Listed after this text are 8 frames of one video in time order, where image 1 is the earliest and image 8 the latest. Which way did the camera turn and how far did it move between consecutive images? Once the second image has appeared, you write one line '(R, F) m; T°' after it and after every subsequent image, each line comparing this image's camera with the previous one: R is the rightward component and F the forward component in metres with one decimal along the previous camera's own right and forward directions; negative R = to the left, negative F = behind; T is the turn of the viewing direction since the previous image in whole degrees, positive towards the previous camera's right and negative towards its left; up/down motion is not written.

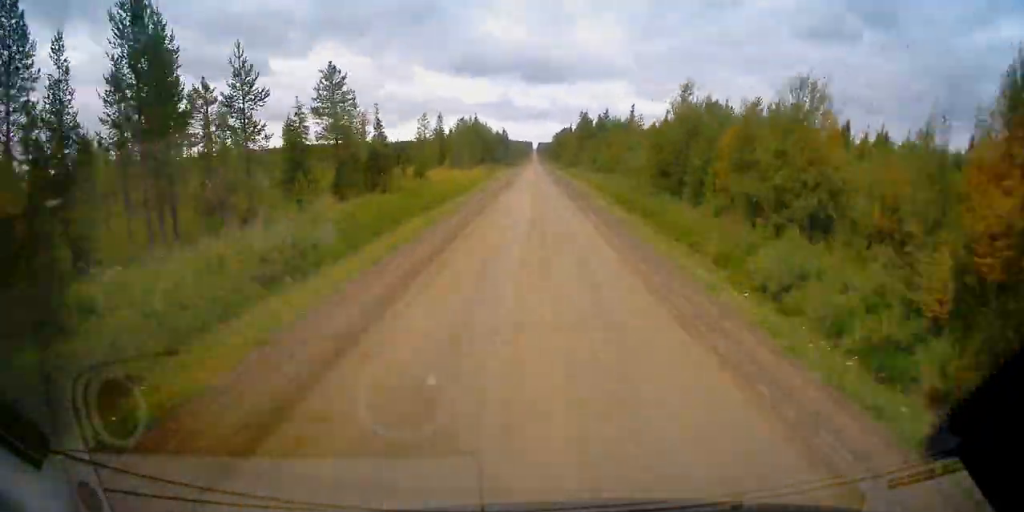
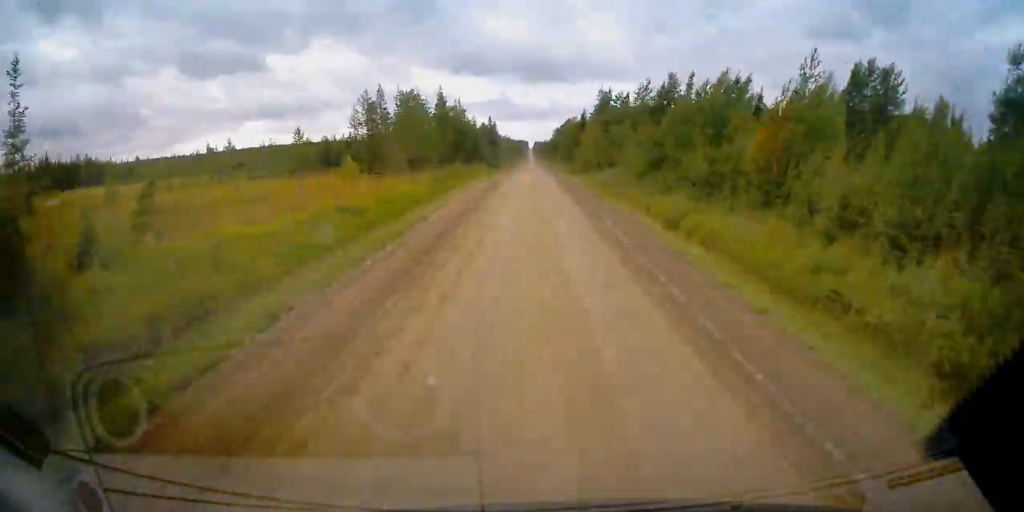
(-0.5, +41.3) m; +1°
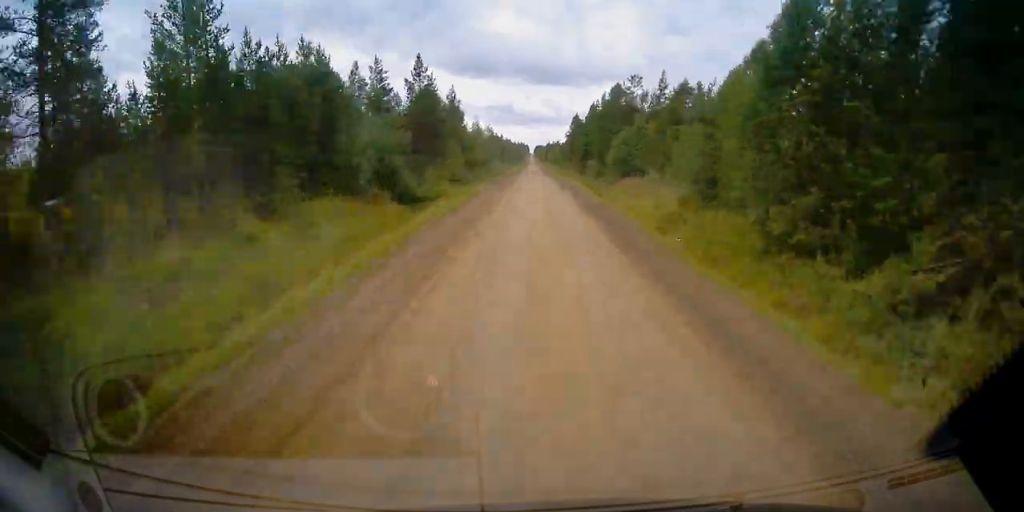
(+6.8, +81.6) m; +3°
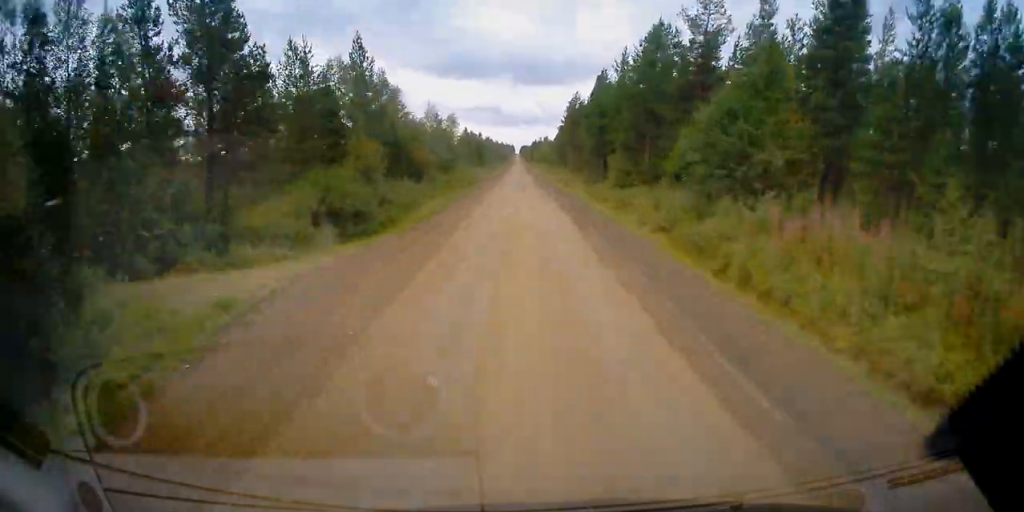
(+4.3, +30.2) m; -3°
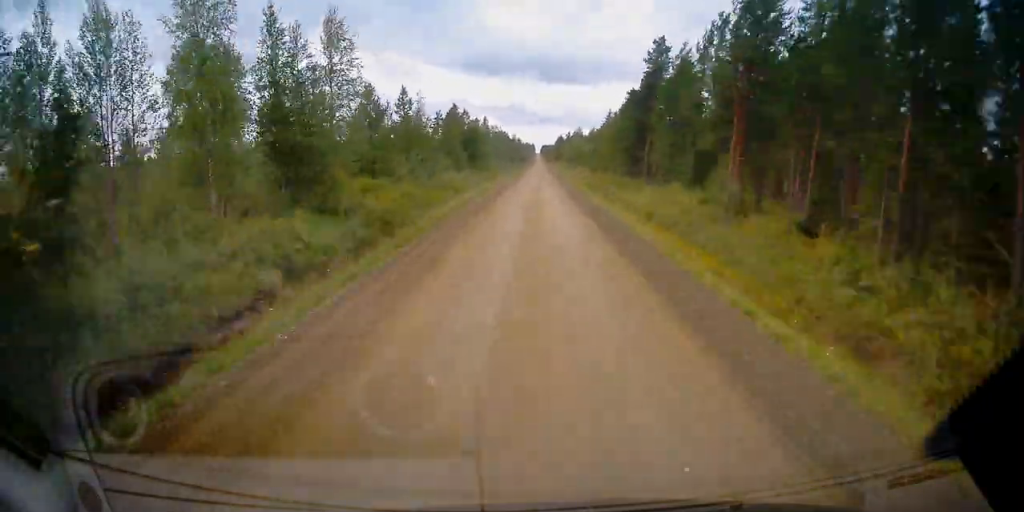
(-11.4, +54.4) m; -5°
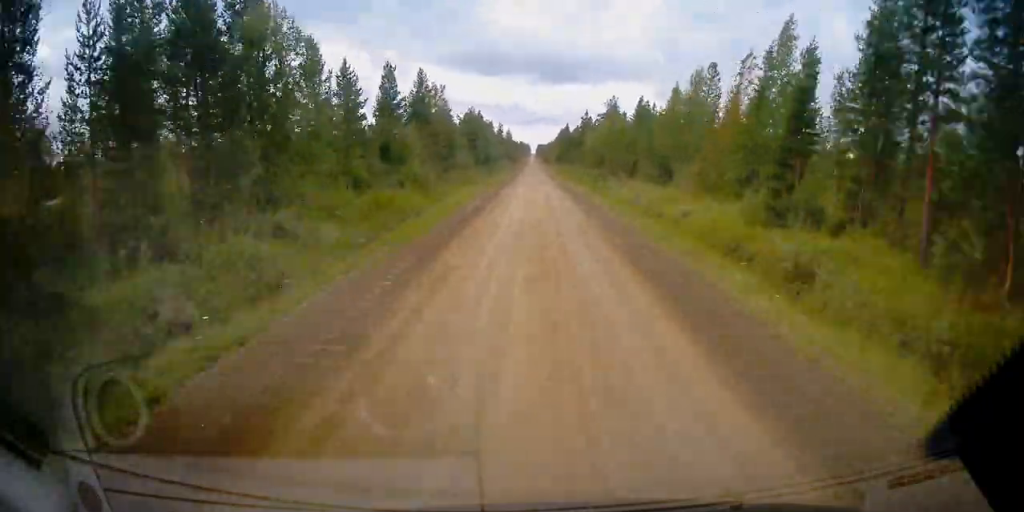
(+4.7, +65.7) m; +5°
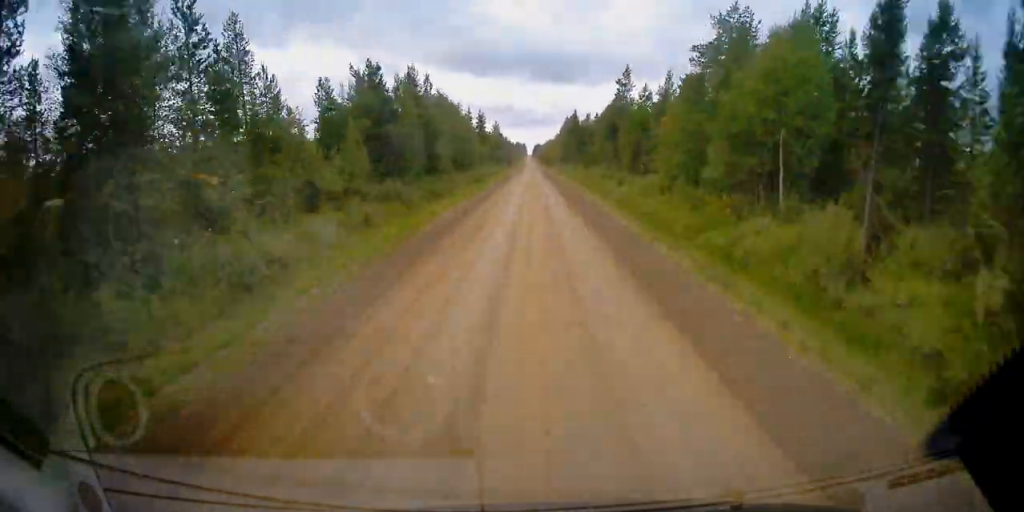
(+0.5, +45.9) m; +3°
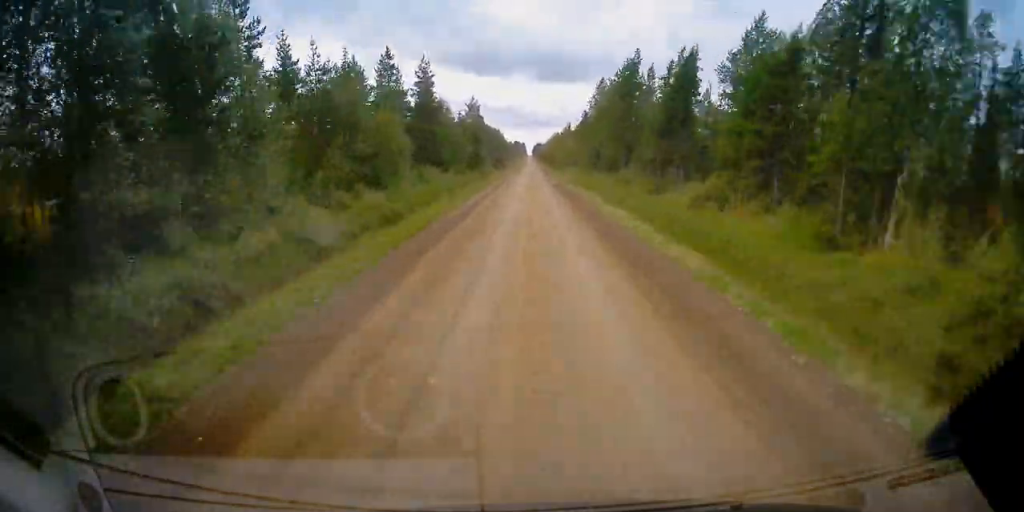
(+2.4, +62.7) m; -1°
